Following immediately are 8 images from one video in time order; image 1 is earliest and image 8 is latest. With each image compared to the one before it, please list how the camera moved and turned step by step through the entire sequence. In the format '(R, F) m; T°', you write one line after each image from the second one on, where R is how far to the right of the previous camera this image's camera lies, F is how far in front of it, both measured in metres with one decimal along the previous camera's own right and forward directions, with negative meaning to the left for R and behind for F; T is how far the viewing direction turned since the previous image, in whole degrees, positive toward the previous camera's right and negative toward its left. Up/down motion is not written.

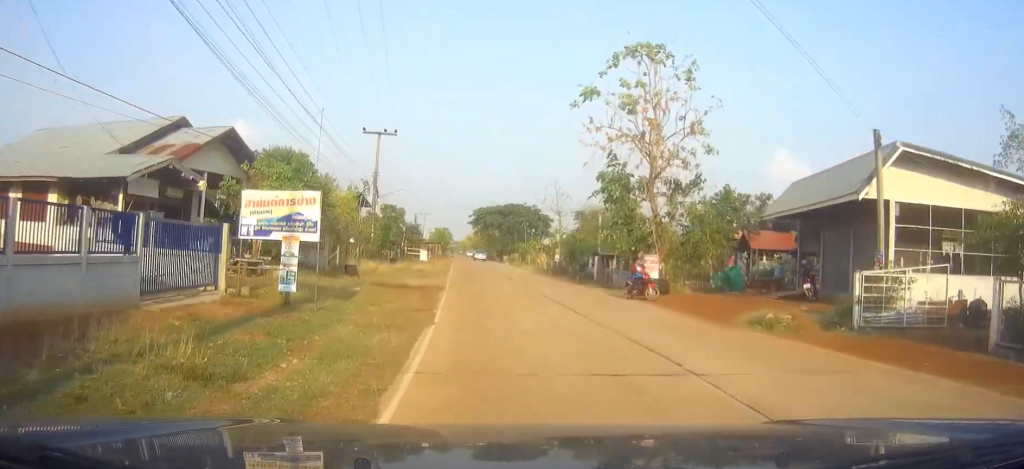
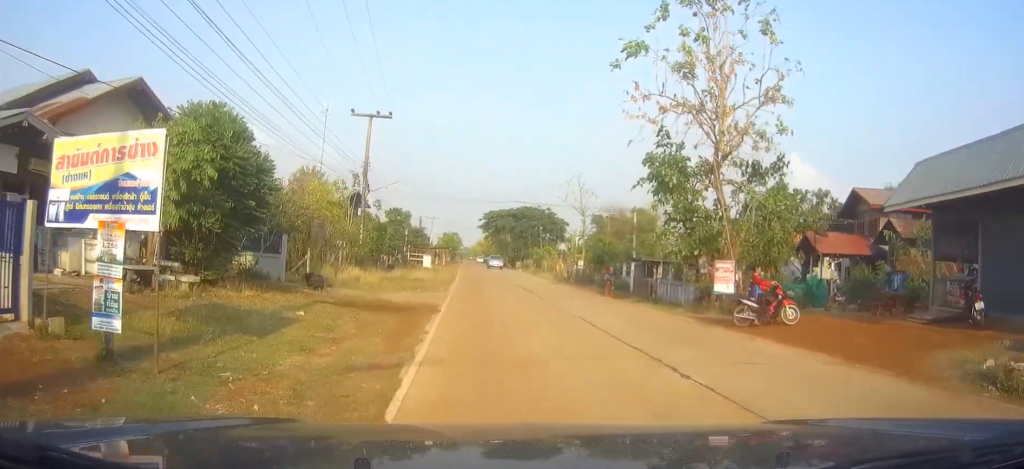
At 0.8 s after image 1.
(-0.2, +8.3) m; -1°
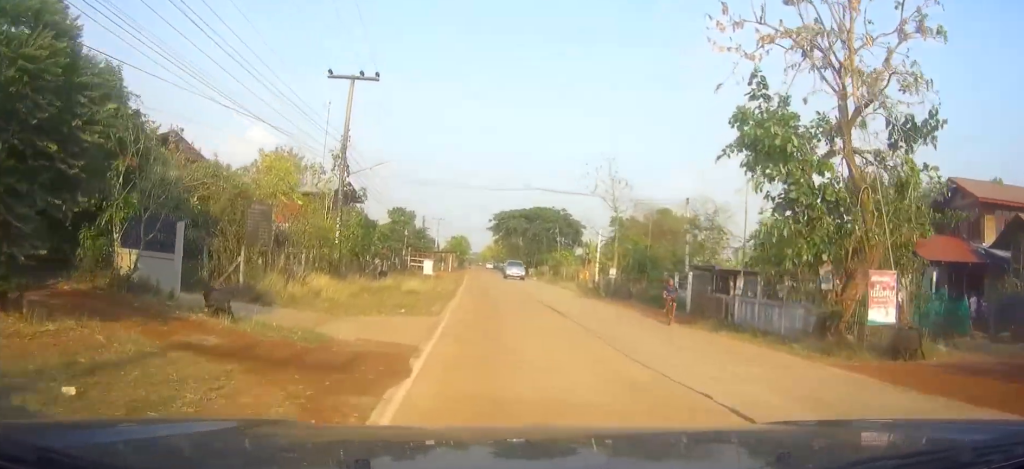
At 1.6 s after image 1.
(0.0, +9.0) m; 0°
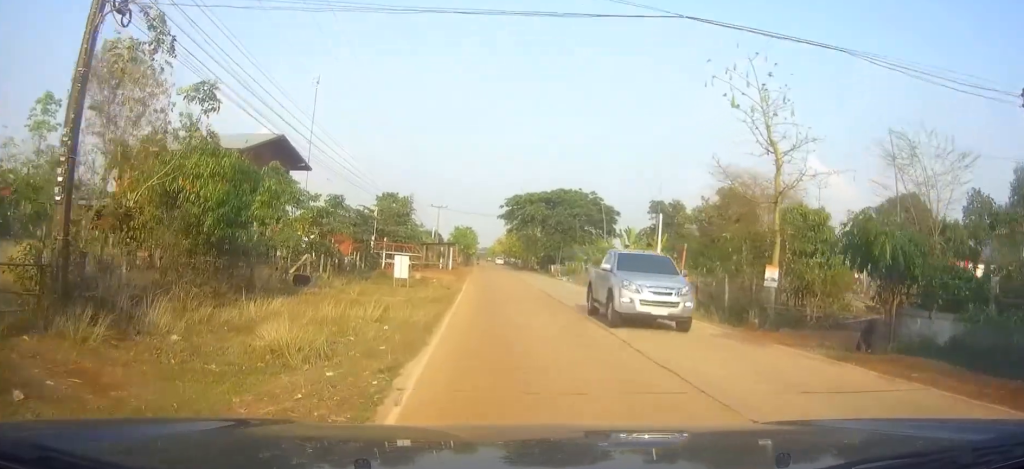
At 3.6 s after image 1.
(0.0, +21.8) m; 0°
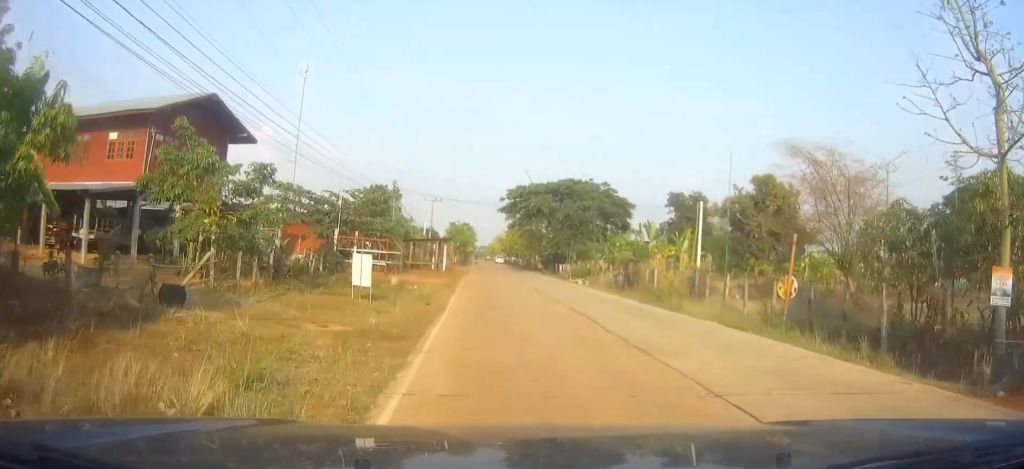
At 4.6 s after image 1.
(0.0, +10.2) m; 0°
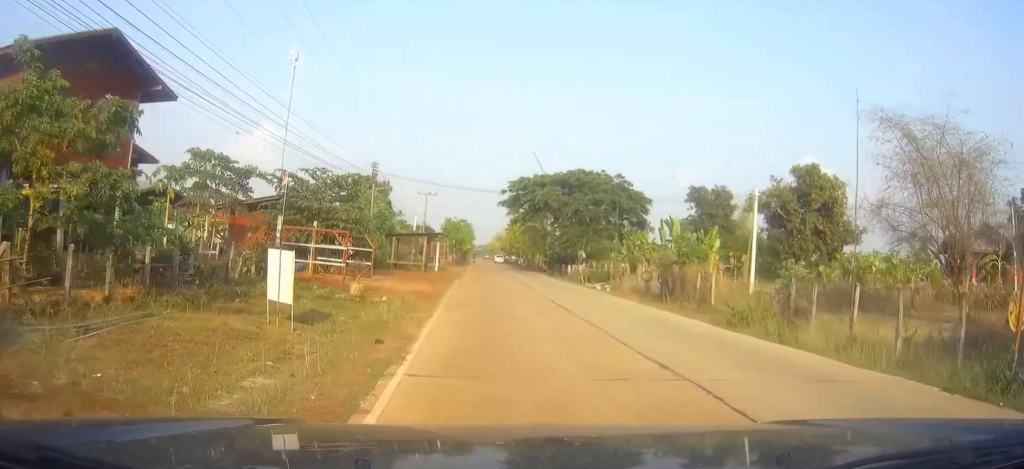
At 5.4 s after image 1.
(0.0, +9.0) m; 0°
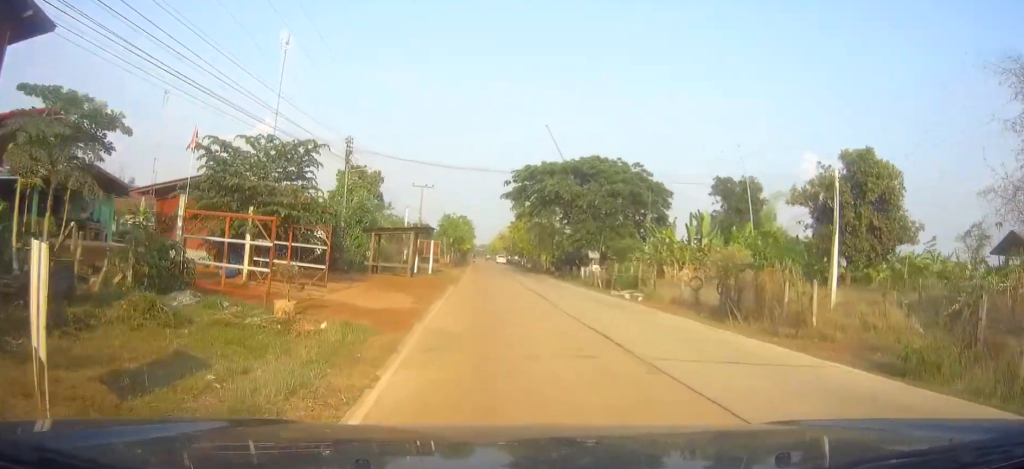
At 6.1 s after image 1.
(0.0, +8.4) m; 0°
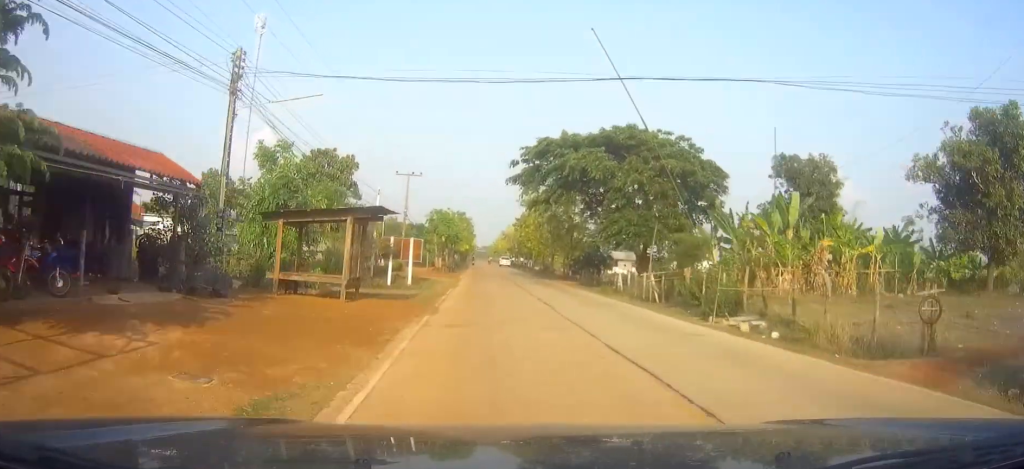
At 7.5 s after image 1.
(0.0, +15.8) m; -1°
